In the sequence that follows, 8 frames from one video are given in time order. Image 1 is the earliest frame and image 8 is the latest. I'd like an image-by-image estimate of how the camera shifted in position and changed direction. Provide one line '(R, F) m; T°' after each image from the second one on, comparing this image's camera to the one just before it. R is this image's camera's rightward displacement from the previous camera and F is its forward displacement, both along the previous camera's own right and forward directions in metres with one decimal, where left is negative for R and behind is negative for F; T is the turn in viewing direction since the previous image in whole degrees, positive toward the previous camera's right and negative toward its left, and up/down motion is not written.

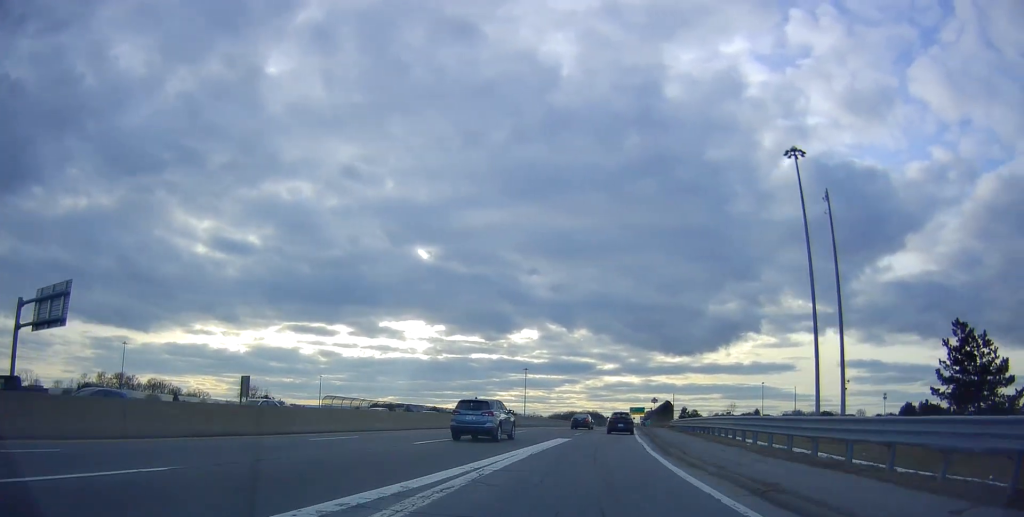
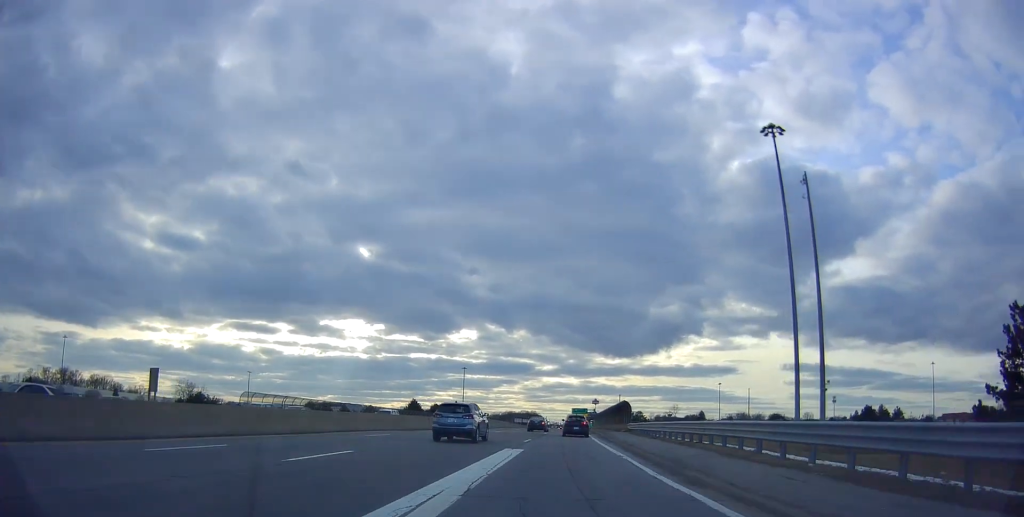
(+0.1, +7.3) m; +4°
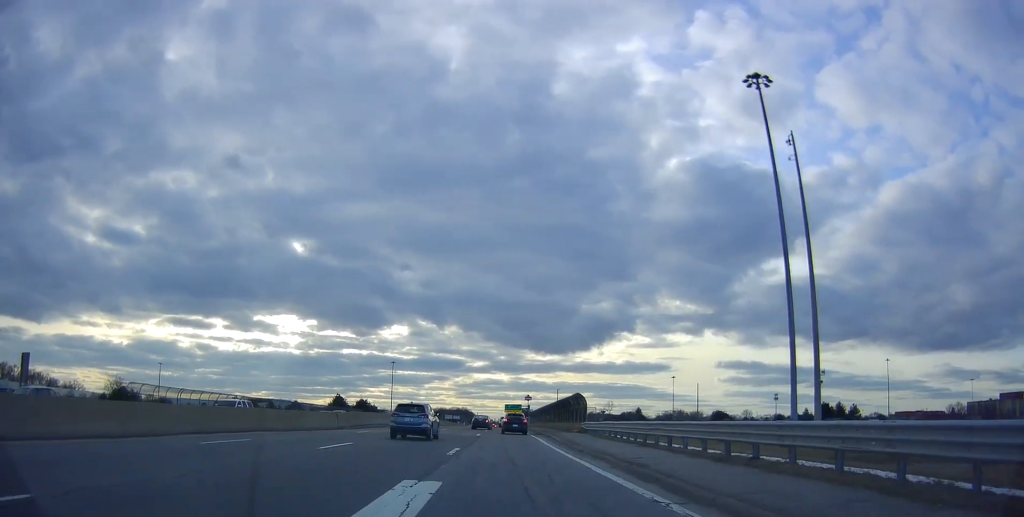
(+0.6, +10.5) m; +4°
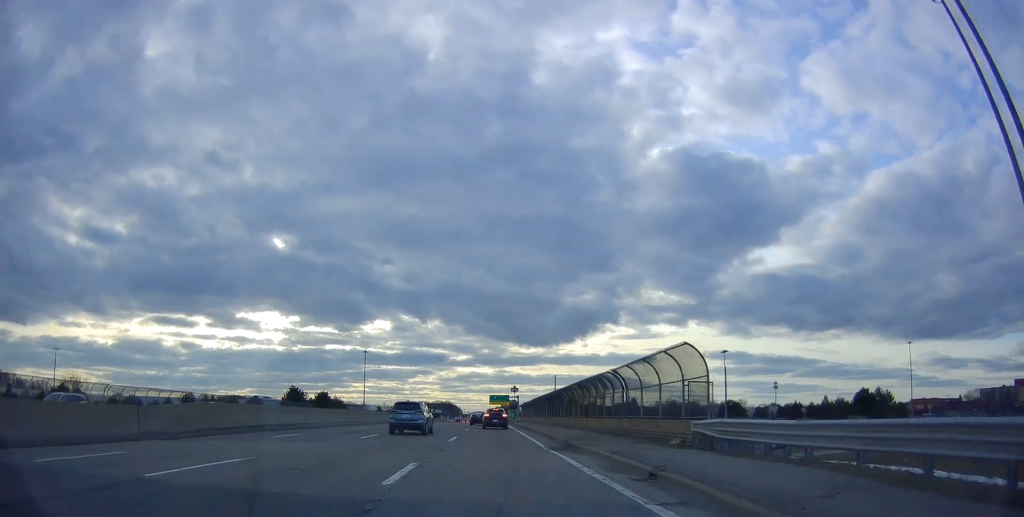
(+1.8, +26.3) m; +5°
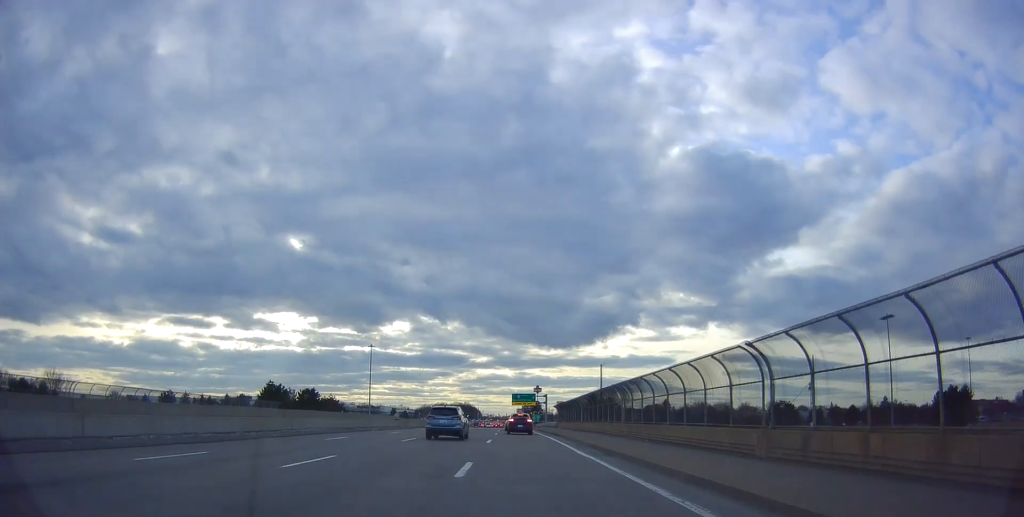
(-0.1, +27.6) m; 0°
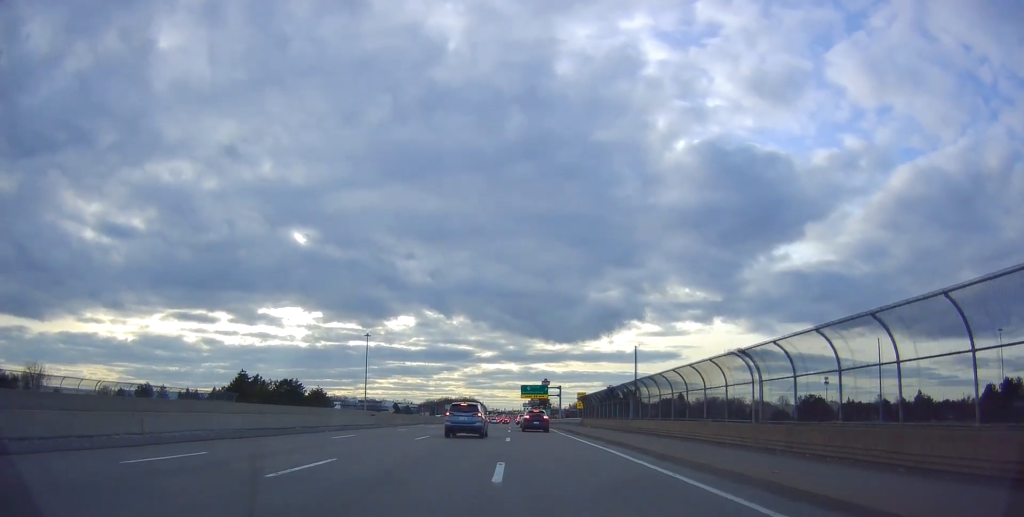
(+0.4, +16.7) m; 0°
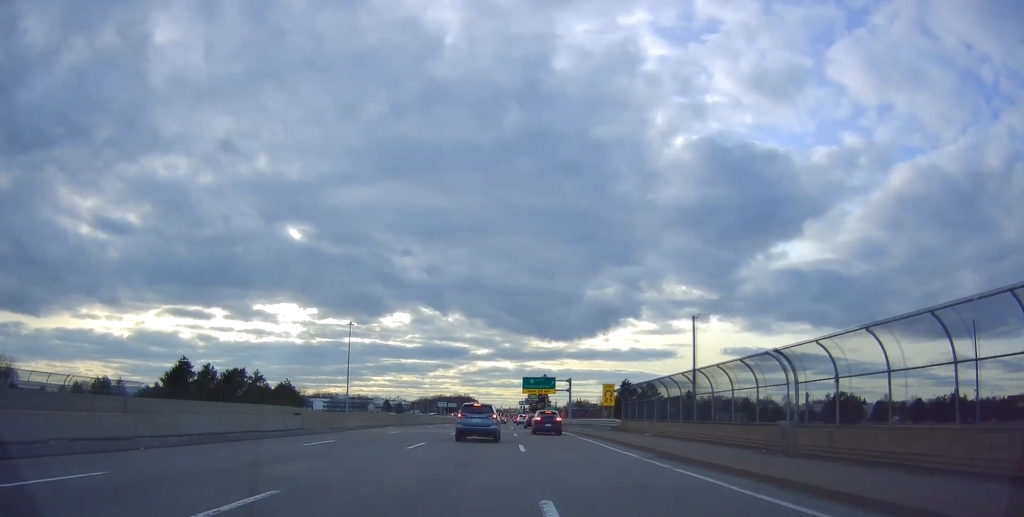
(-0.4, +20.2) m; -2°
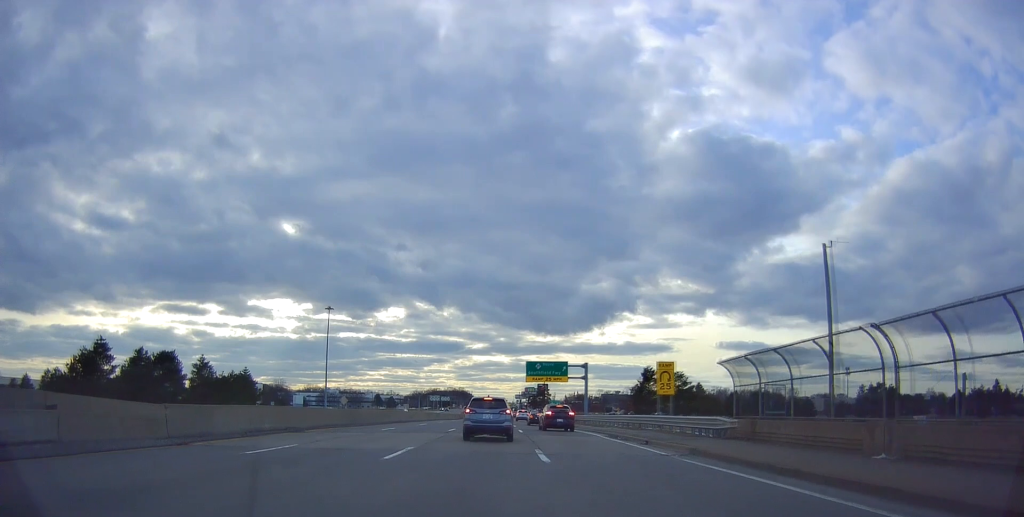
(-0.1, +20.8) m; 0°
